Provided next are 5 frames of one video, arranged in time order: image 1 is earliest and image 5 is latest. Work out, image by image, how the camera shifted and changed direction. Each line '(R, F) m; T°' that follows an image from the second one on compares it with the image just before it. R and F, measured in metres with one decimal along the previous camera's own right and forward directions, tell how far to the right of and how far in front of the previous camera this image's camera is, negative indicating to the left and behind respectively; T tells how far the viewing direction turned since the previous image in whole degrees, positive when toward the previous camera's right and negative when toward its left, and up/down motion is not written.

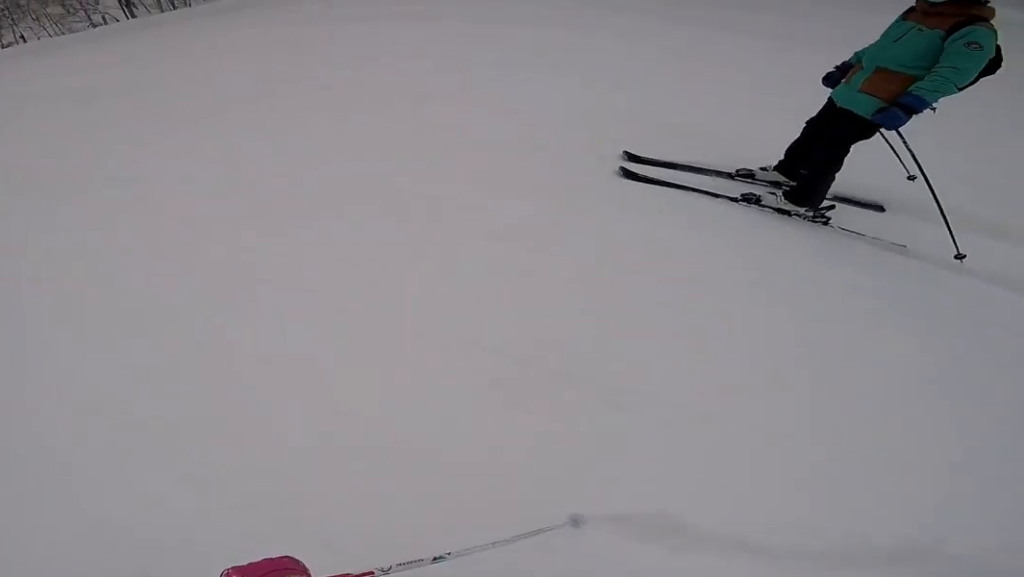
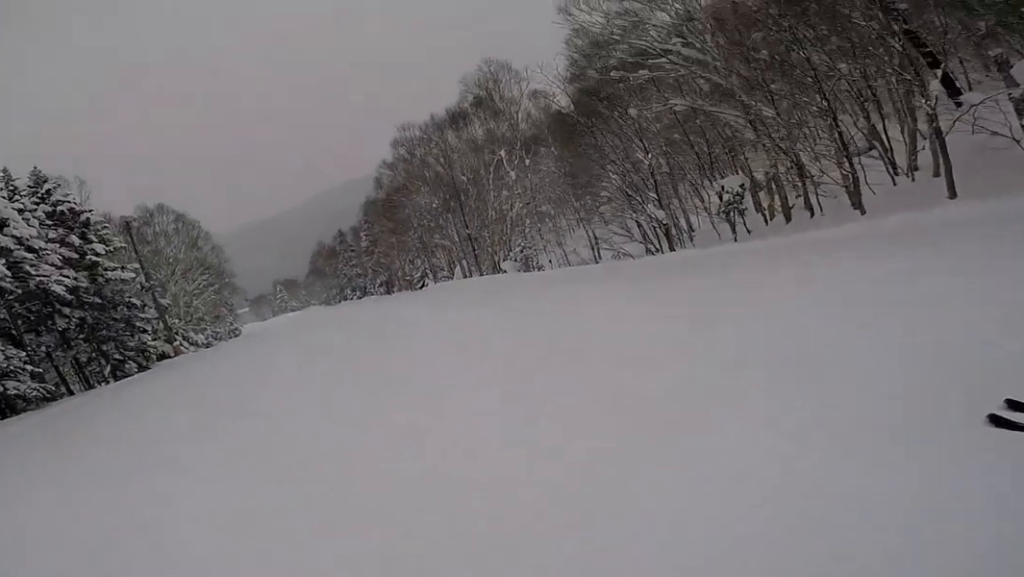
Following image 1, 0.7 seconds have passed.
(+0.5, +5.4) m; +2°
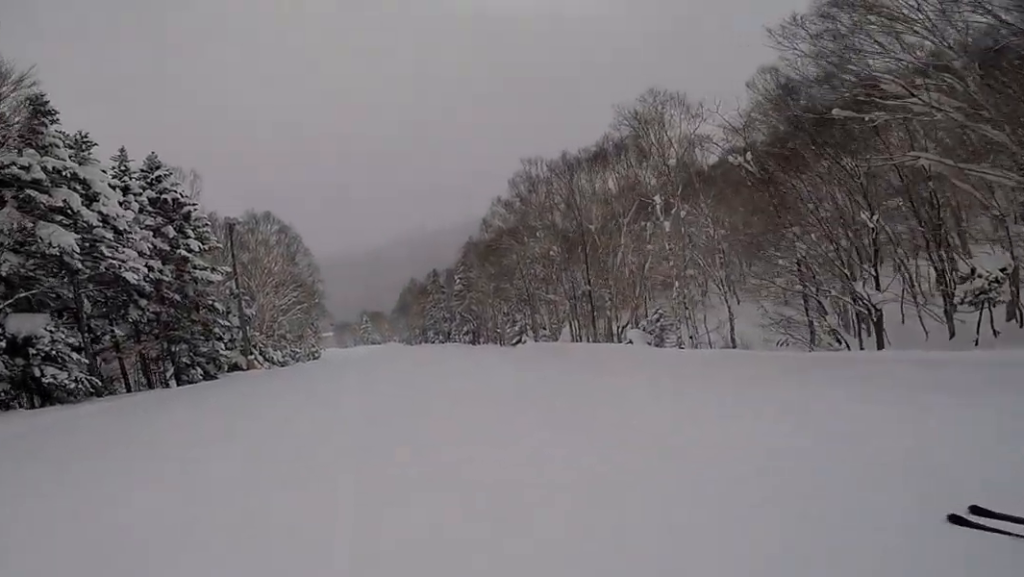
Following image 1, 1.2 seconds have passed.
(-0.2, +3.8) m; -4°
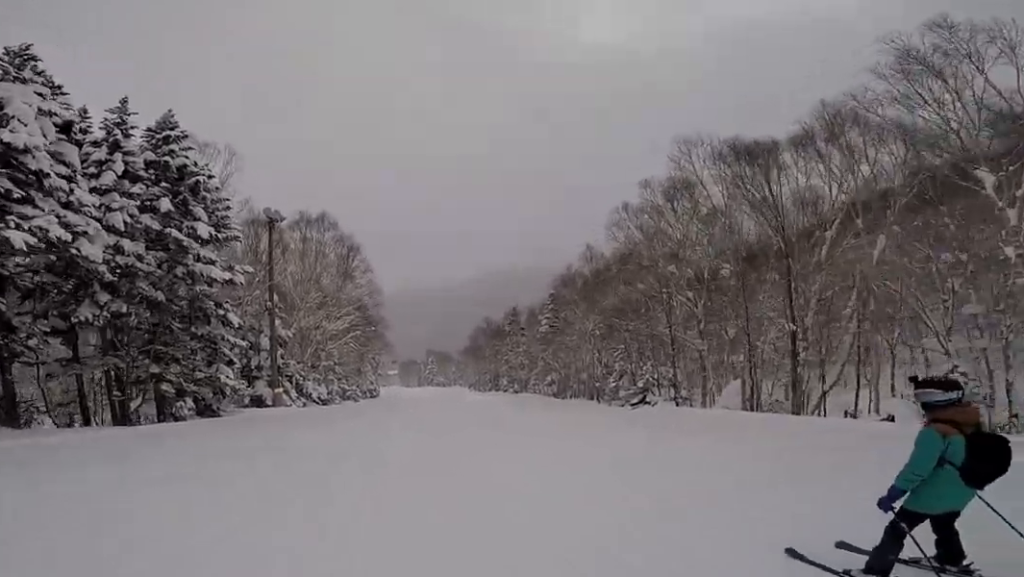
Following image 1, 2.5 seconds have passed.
(-0.8, +9.8) m; +5°
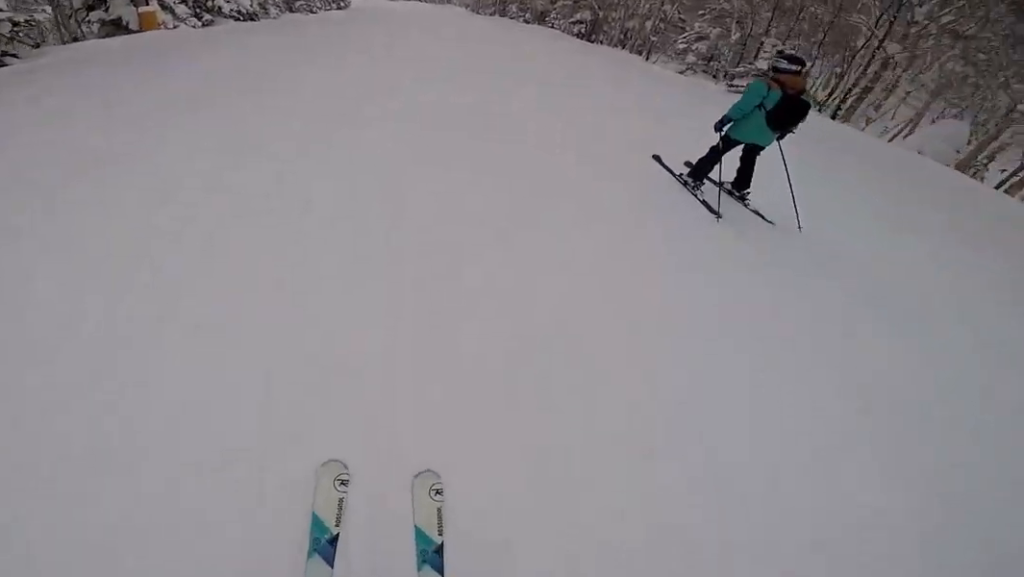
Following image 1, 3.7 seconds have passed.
(+1.8, +9.6) m; +7°
